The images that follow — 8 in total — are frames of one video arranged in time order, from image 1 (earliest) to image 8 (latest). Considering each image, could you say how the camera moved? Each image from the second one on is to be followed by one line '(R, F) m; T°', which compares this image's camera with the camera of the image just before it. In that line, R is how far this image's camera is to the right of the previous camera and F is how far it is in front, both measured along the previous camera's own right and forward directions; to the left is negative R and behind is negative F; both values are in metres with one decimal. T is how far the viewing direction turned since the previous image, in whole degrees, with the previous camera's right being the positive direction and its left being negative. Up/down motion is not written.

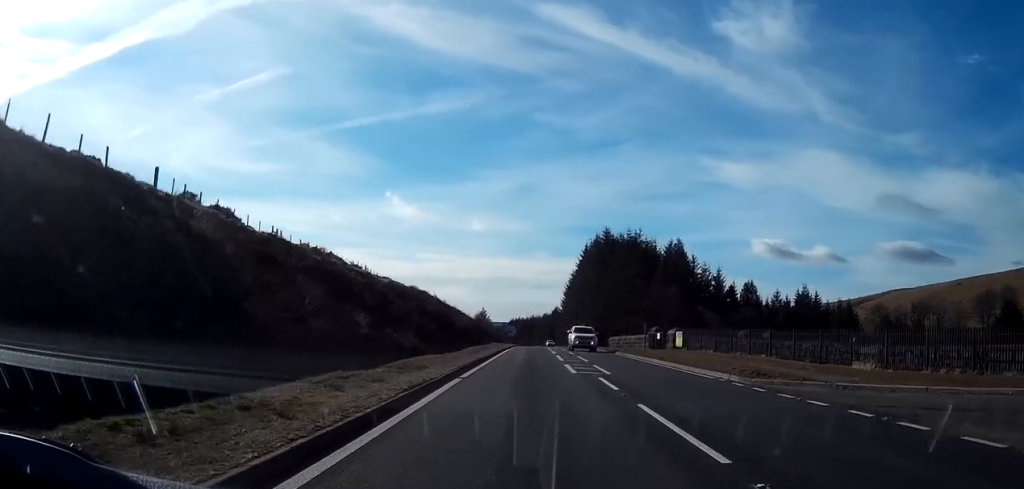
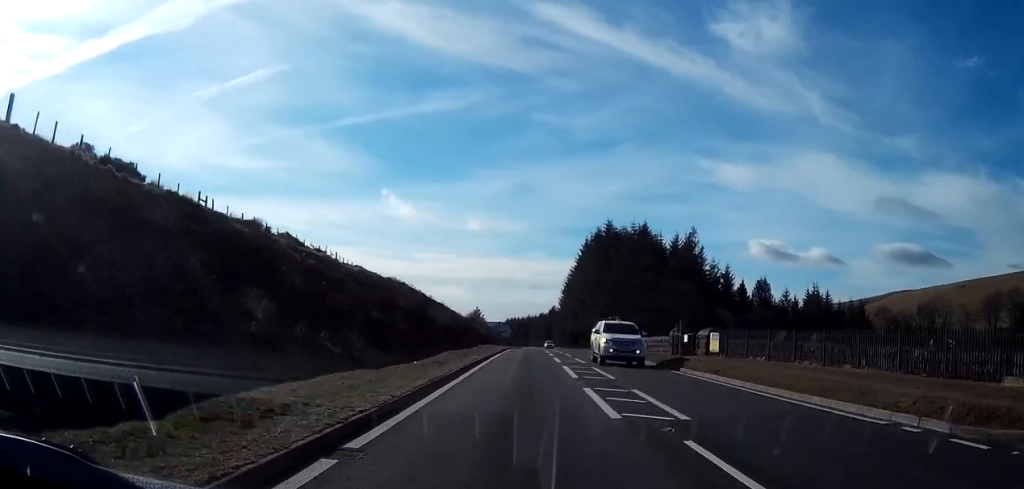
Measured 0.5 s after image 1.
(+0.1, +11.0) m; +1°
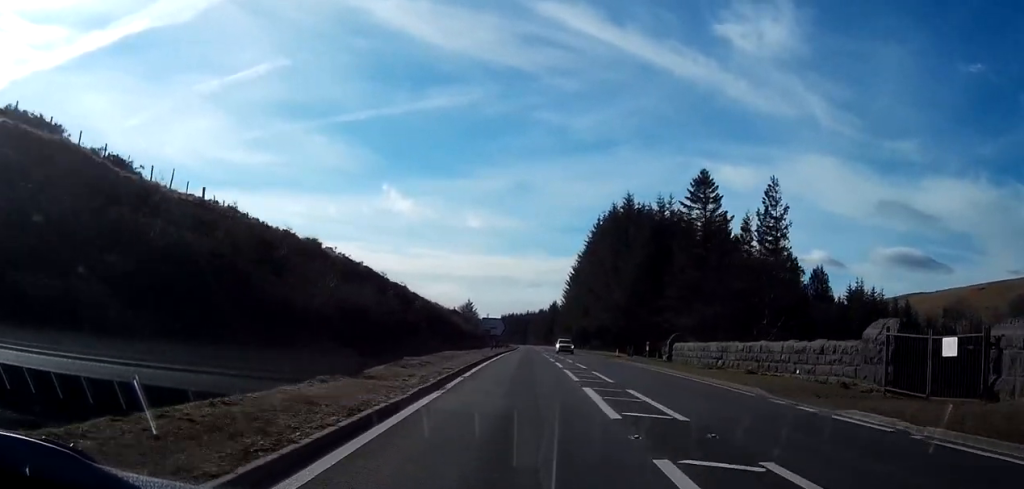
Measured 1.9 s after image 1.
(+0.7, +29.7) m; +2°
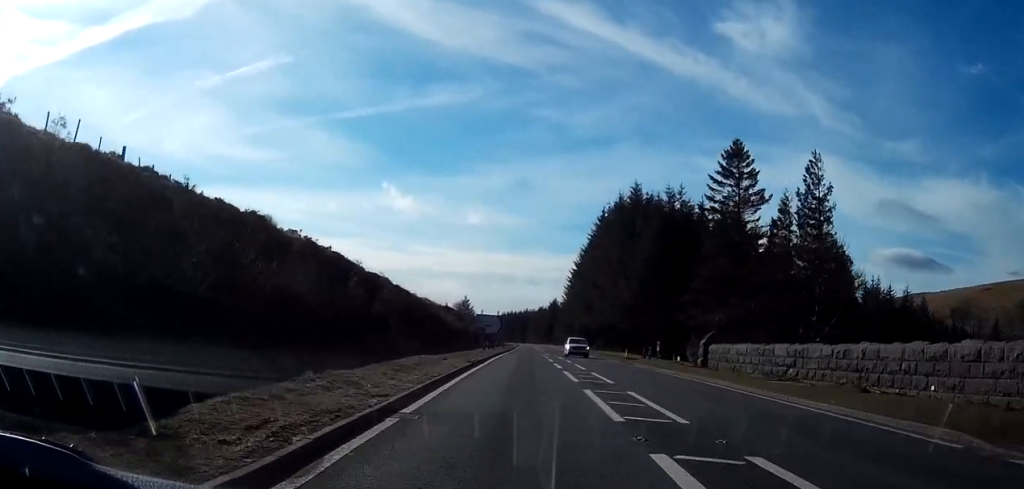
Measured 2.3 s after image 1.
(0.0, +9.3) m; 0°
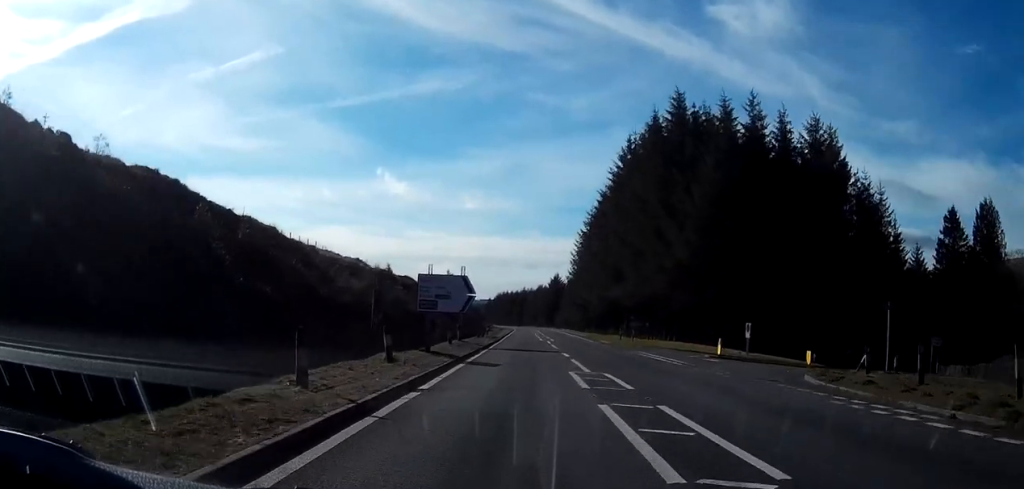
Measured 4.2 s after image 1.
(-0.3, +39.4) m; 0°
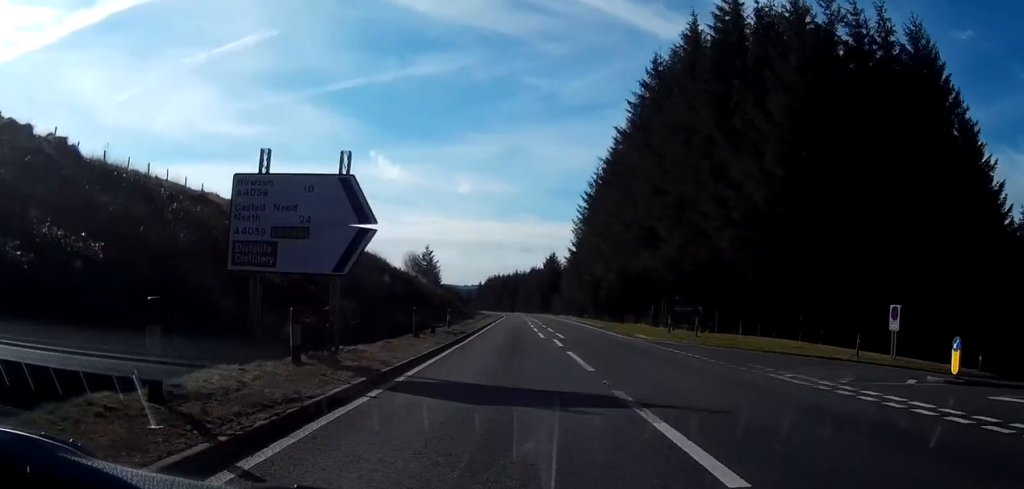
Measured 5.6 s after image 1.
(0.0, +25.6) m; +1°
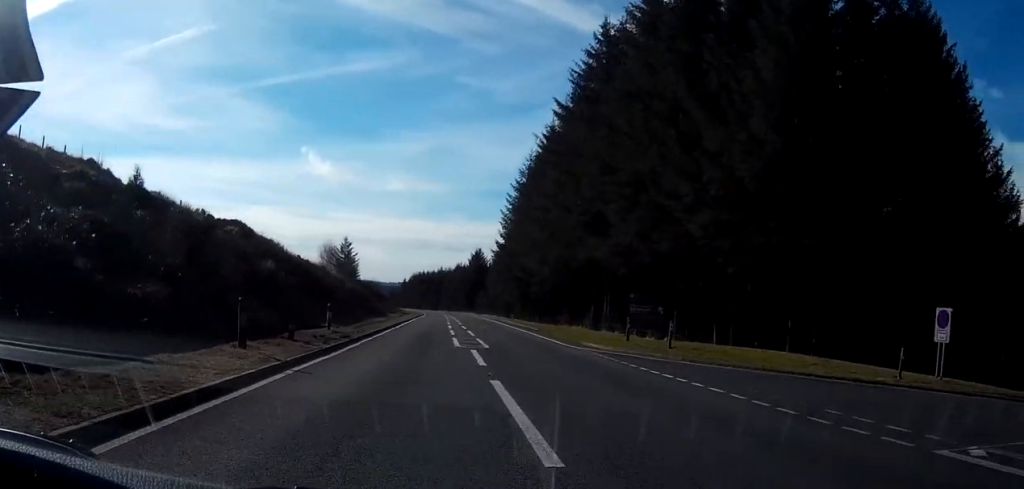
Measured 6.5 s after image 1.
(+0.2, +12.1) m; +6°
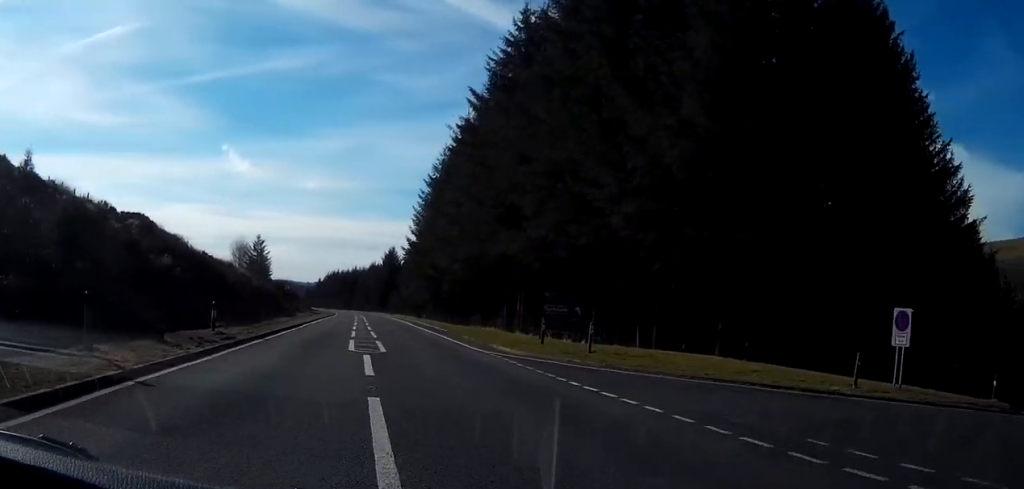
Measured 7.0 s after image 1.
(-0.2, +4.1) m; +5°
